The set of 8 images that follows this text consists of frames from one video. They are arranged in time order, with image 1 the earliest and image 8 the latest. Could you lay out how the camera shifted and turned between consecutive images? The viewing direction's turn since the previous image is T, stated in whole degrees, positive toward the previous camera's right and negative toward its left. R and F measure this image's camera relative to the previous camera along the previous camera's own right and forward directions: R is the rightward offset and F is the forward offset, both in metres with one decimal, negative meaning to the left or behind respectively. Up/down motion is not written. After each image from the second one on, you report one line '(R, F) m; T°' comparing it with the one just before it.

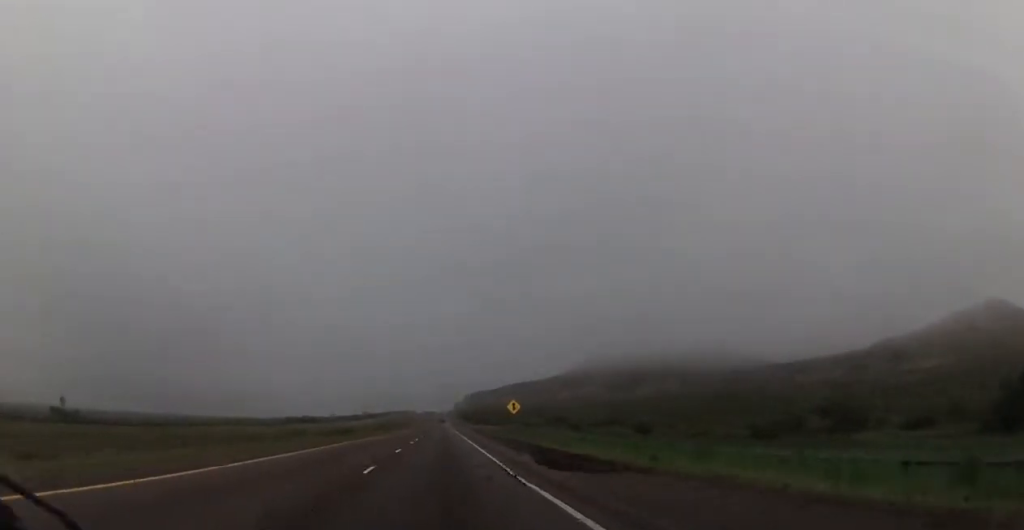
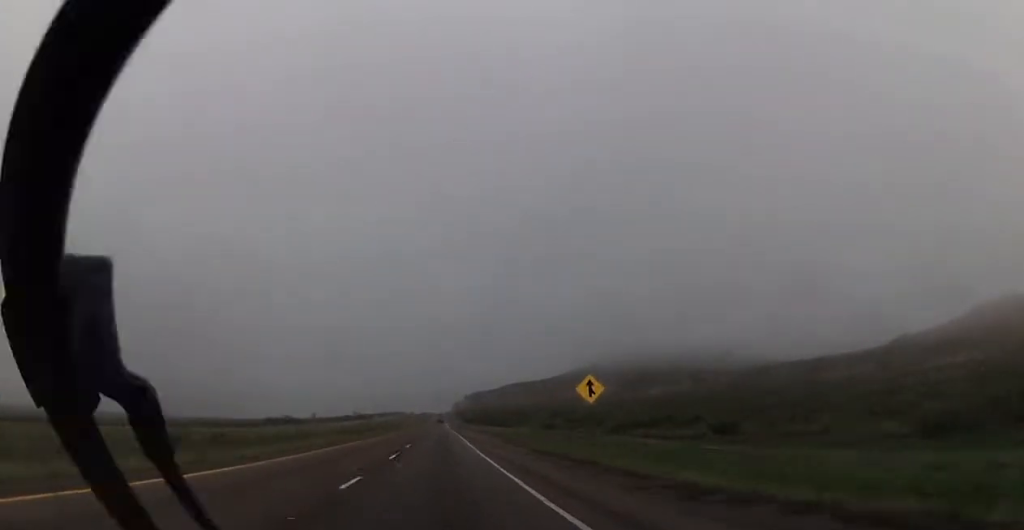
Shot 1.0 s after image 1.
(+0.5, +39.3) m; 0°
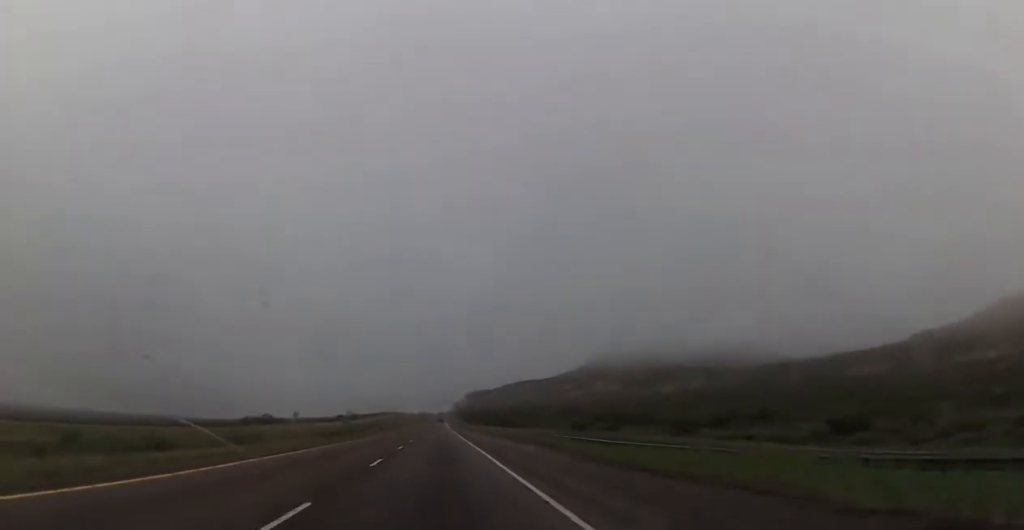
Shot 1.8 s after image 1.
(-0.4, +30.4) m; -1°
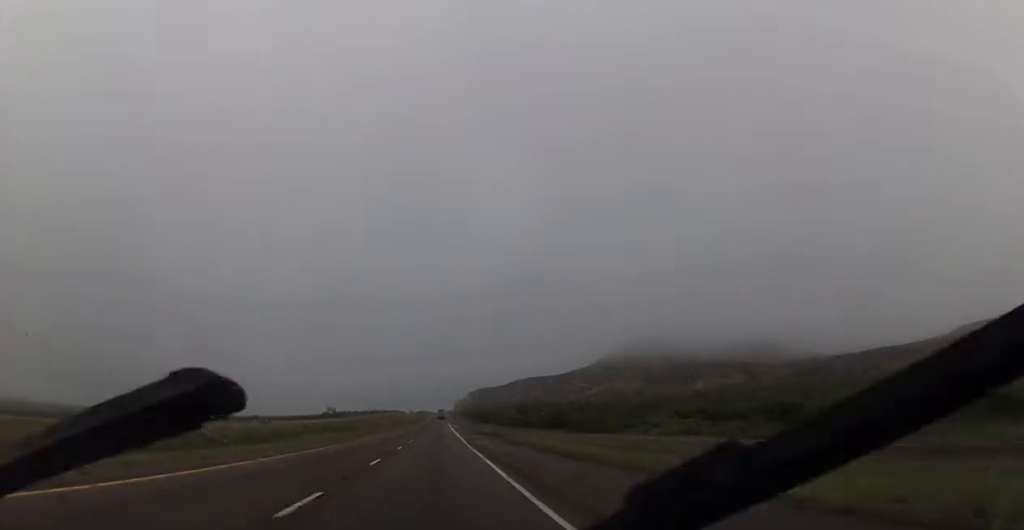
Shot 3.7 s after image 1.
(+0.5, +71.3) m; +1°
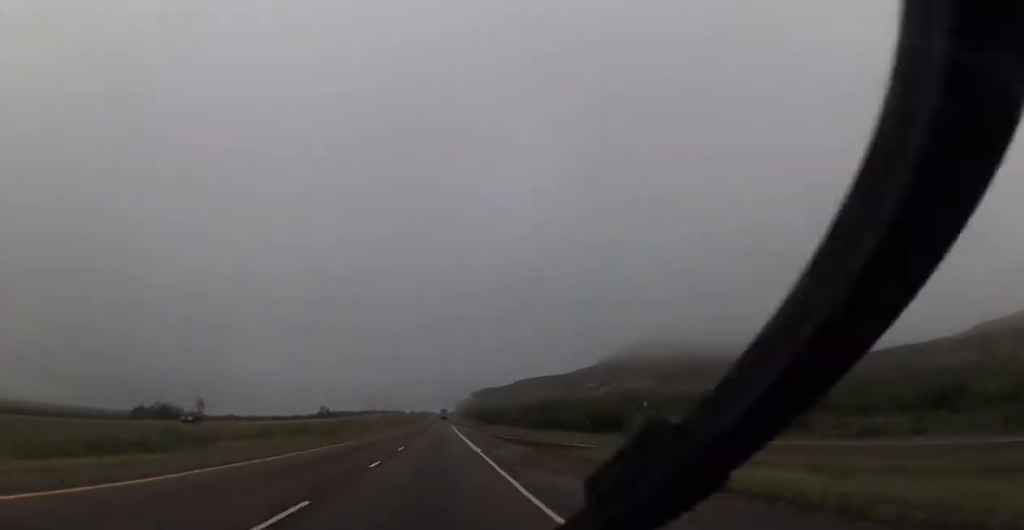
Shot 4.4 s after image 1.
(+0.1, +25.5) m; 0°
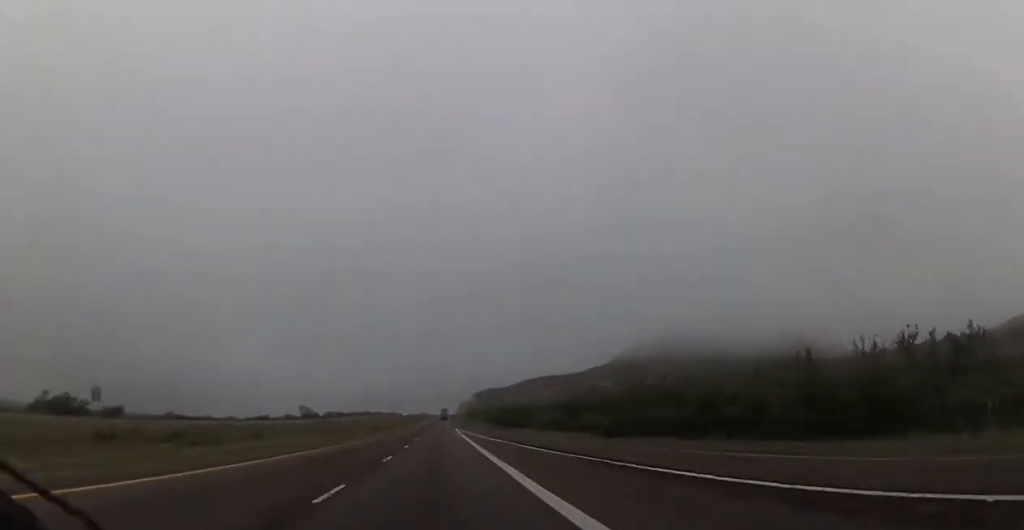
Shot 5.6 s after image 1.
(-0.5, +45.9) m; -1°
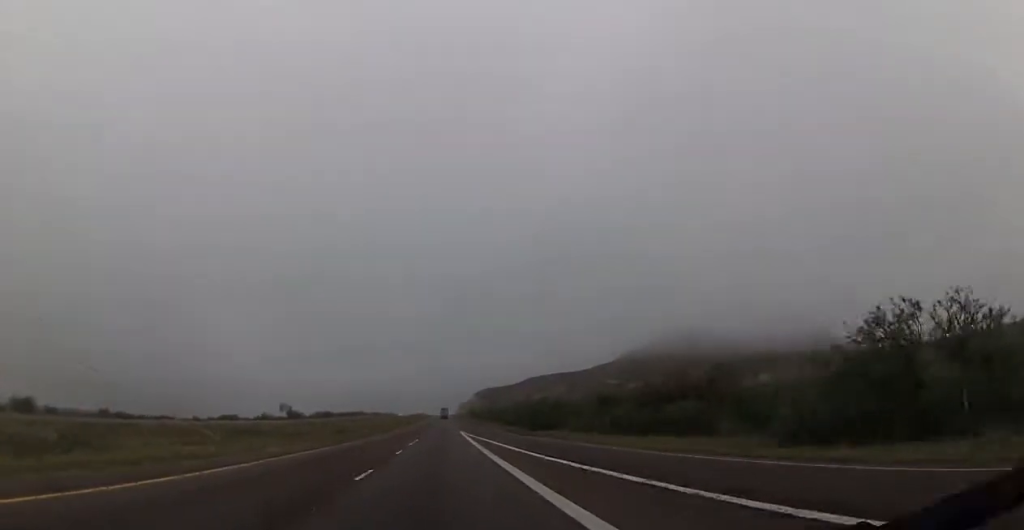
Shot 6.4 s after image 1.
(0.0, +32.0) m; 0°
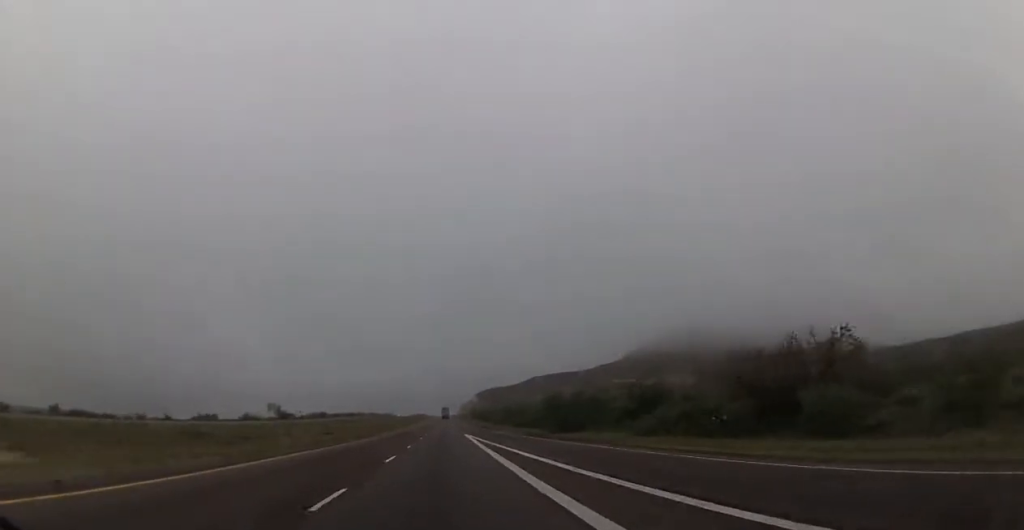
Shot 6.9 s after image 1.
(0.0, +17.9) m; 0°
